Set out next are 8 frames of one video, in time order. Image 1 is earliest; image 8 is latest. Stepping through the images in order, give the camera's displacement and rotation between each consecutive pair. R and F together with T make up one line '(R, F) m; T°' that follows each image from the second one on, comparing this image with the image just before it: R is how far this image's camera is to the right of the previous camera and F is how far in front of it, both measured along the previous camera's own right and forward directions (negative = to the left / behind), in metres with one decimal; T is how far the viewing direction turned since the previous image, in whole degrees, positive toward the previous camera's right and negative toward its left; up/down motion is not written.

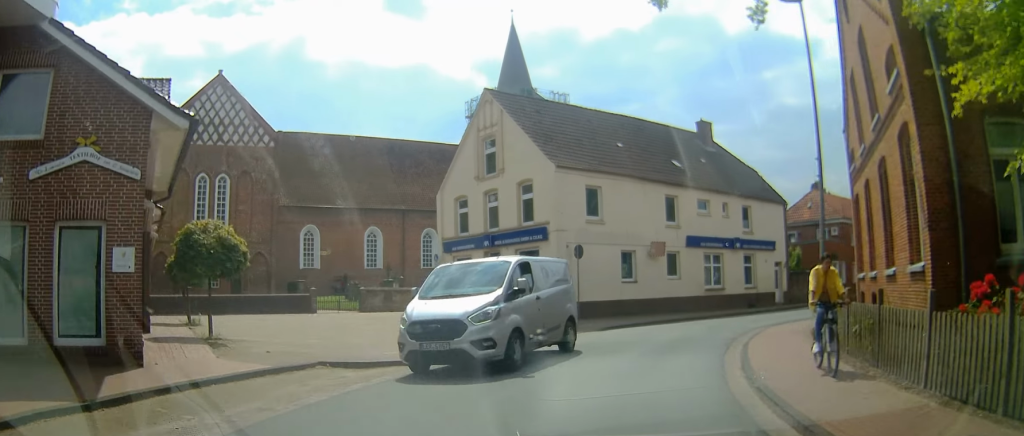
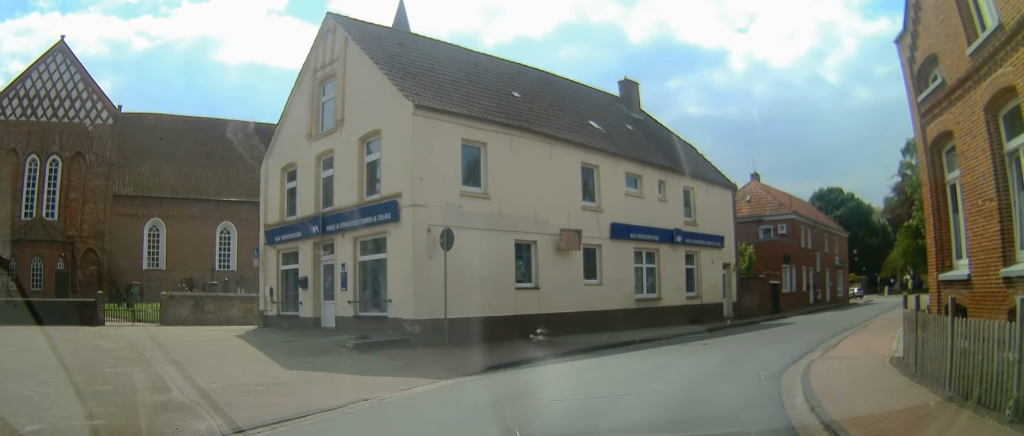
(+0.3, +10.4) m; +8°
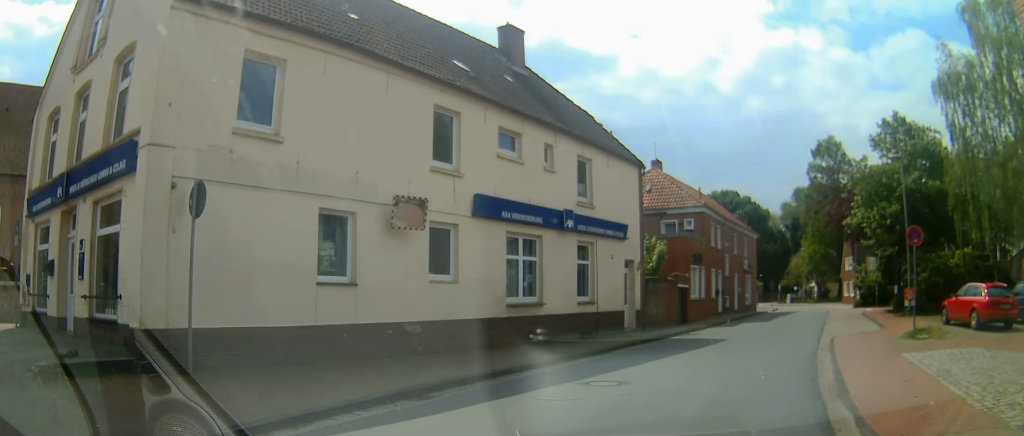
(+0.6, +6.2) m; +14°
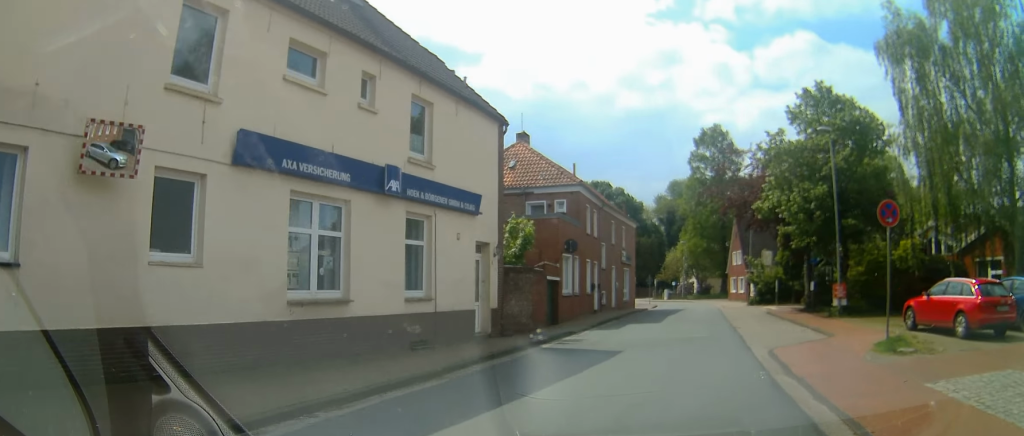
(+0.6, +5.1) m; +11°
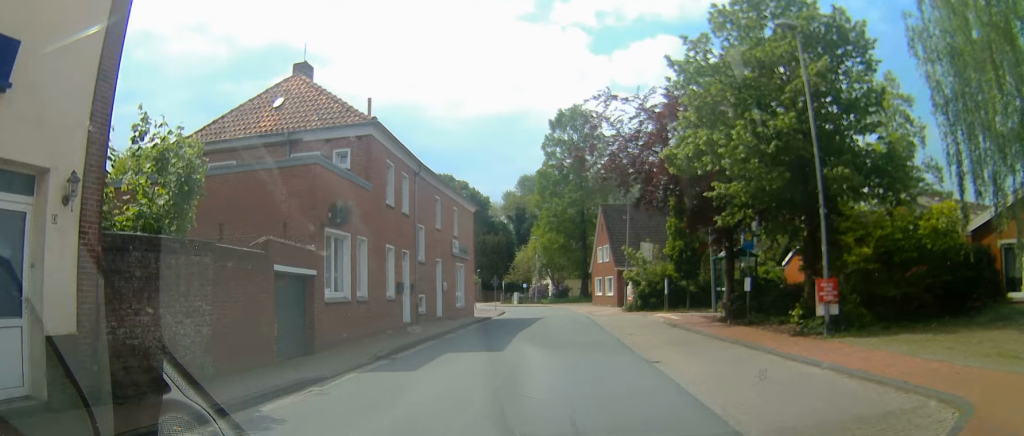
(+1.2, +10.6) m; +6°
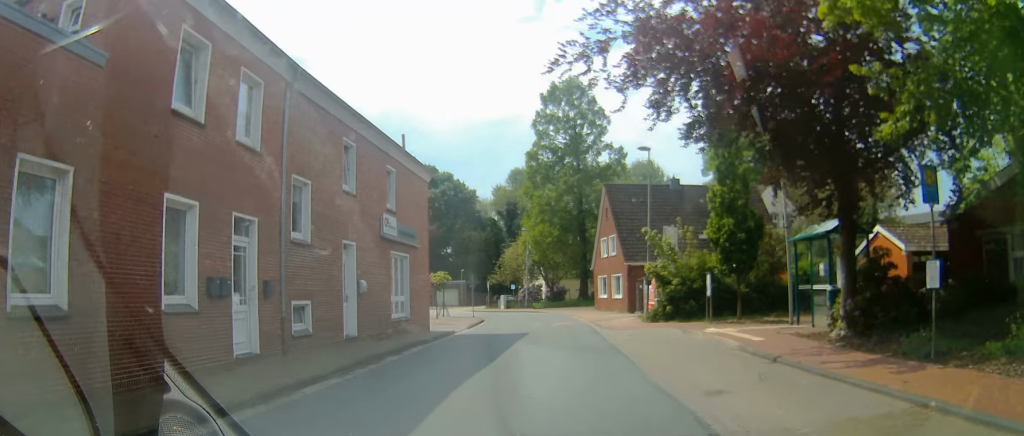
(0.0, +10.8) m; 0°
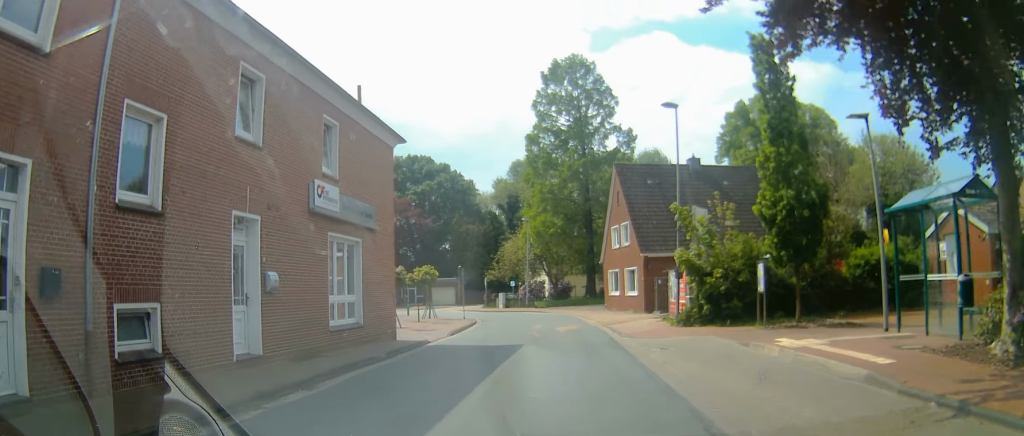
(0.0, +6.0) m; +3°
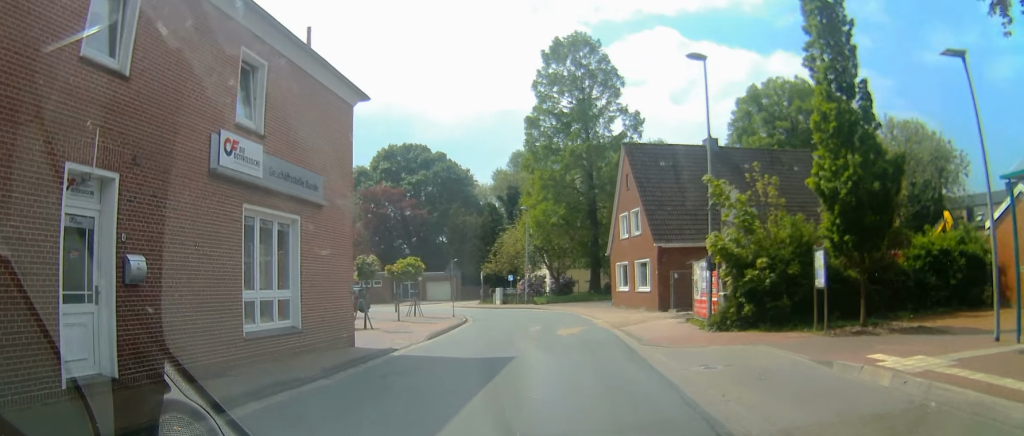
(+0.1, +4.4) m; +2°
